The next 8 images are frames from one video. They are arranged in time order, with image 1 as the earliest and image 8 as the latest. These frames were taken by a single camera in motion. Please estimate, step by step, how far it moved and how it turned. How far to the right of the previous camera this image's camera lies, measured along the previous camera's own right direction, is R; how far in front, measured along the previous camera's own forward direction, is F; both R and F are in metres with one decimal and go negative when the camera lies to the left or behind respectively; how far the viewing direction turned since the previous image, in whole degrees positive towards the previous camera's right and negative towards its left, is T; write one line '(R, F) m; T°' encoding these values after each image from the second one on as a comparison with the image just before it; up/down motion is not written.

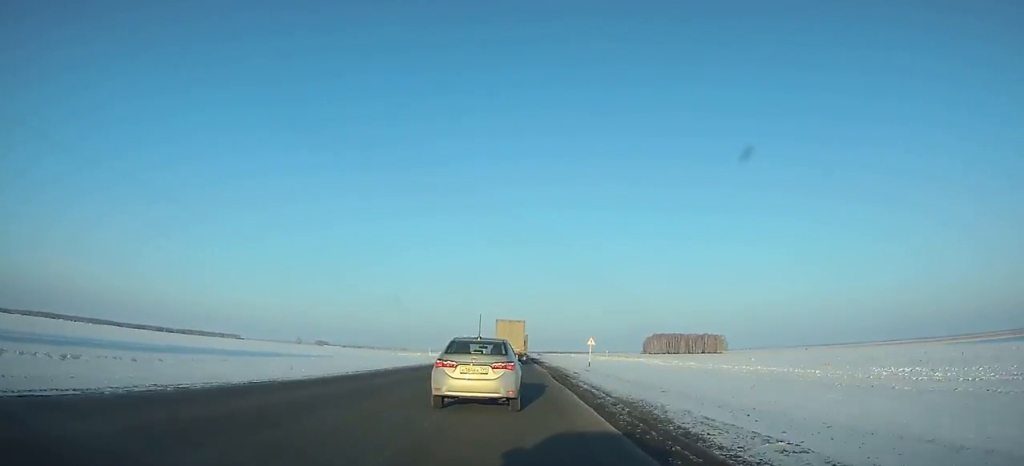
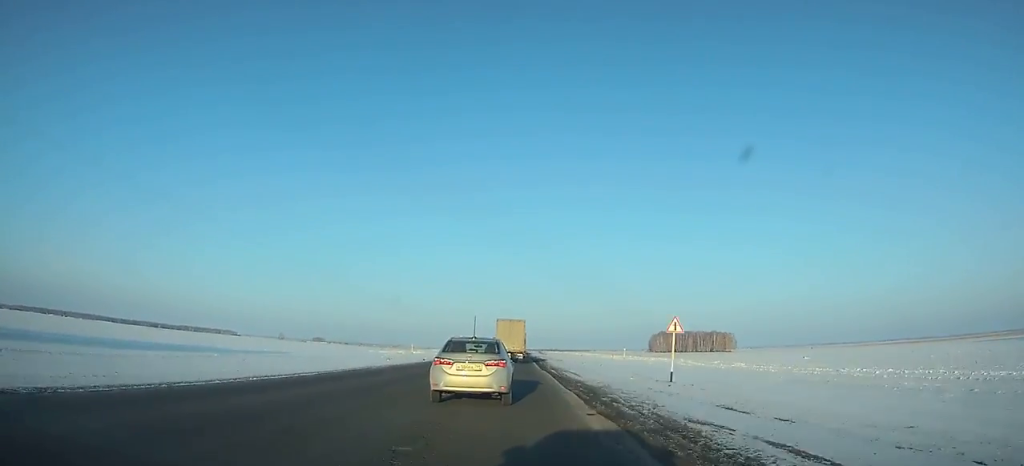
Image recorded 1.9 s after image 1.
(+0.1, +31.8) m; 0°
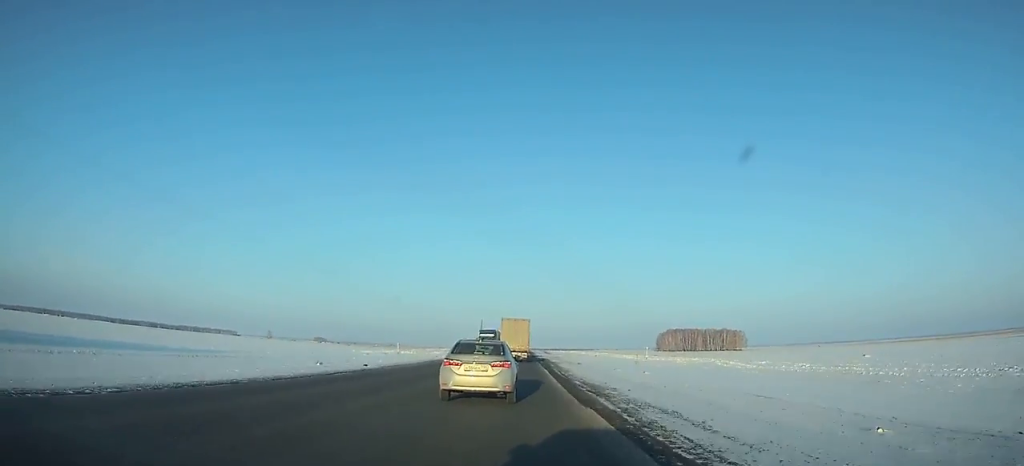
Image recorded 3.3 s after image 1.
(0.0, +23.5) m; 0°
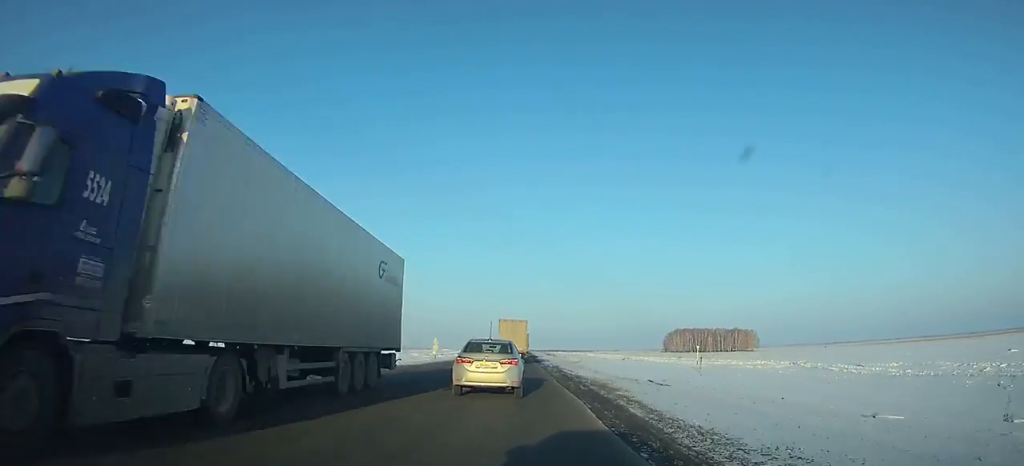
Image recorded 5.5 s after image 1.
(0.0, +37.3) m; 0°
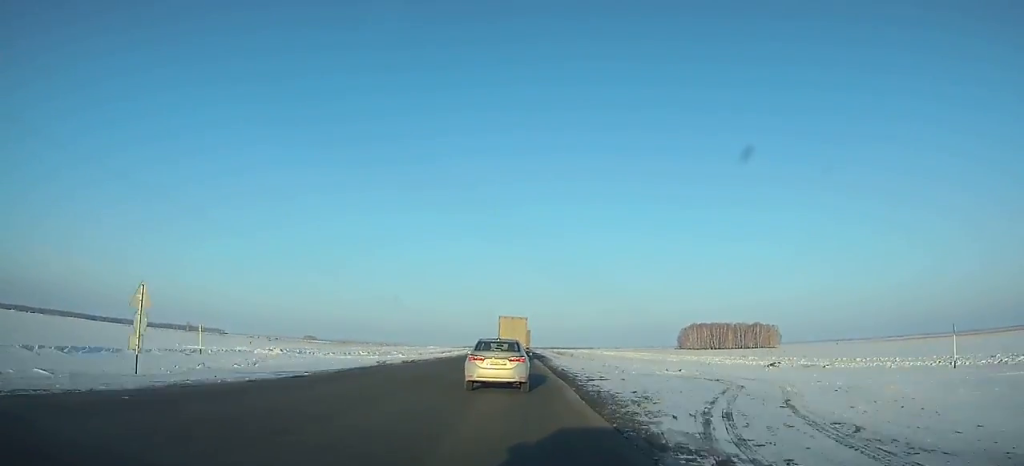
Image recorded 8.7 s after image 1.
(0.0, +55.0) m; 0°
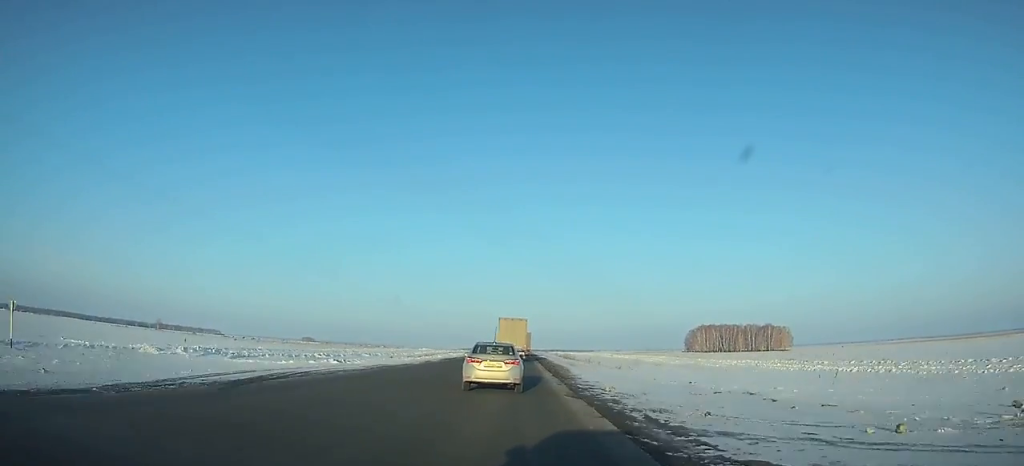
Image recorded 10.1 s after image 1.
(0.0, +24.4) m; 0°
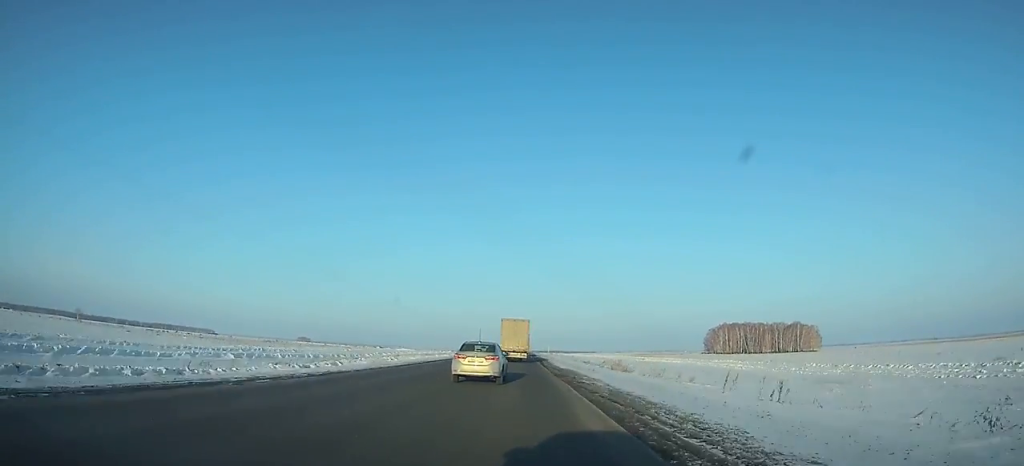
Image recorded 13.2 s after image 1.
(-0.1, +54.5) m; 0°
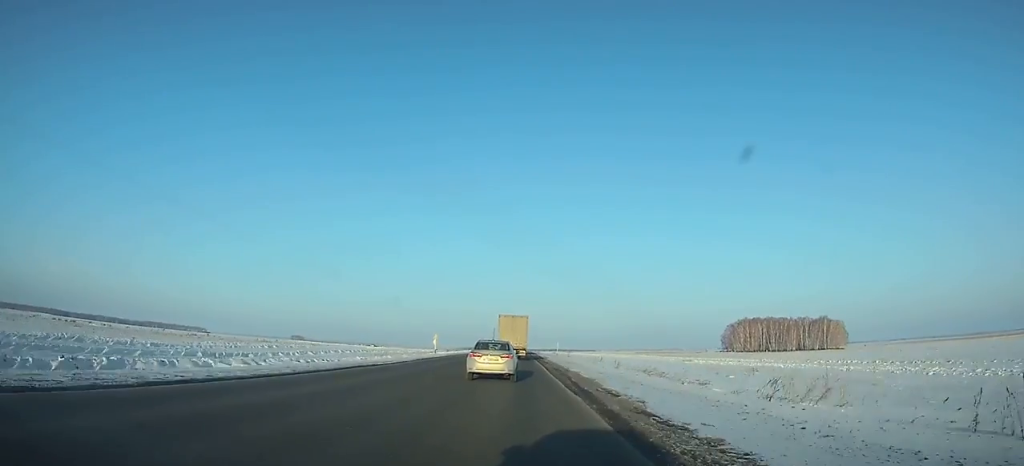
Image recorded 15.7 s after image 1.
(+0.1, +44.3) m; 0°
